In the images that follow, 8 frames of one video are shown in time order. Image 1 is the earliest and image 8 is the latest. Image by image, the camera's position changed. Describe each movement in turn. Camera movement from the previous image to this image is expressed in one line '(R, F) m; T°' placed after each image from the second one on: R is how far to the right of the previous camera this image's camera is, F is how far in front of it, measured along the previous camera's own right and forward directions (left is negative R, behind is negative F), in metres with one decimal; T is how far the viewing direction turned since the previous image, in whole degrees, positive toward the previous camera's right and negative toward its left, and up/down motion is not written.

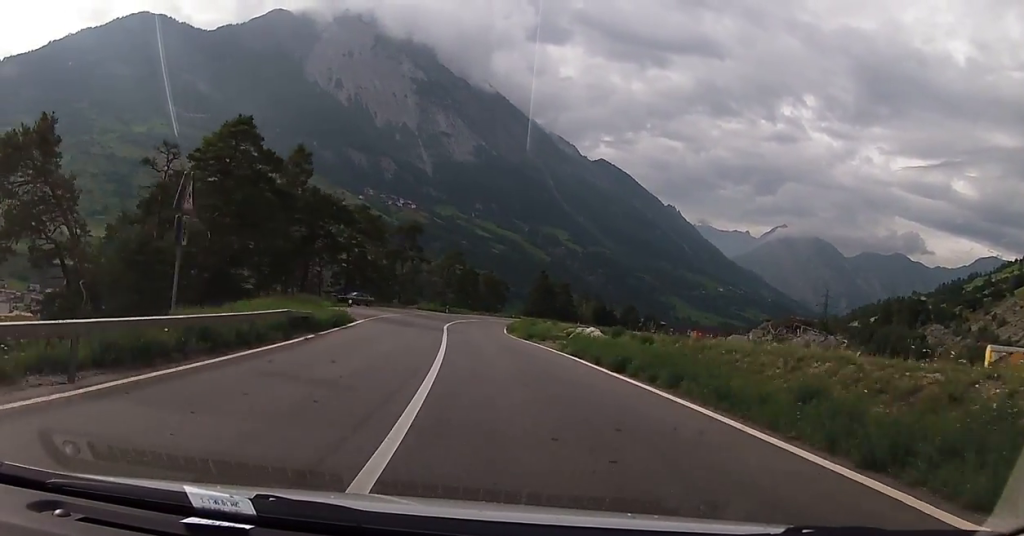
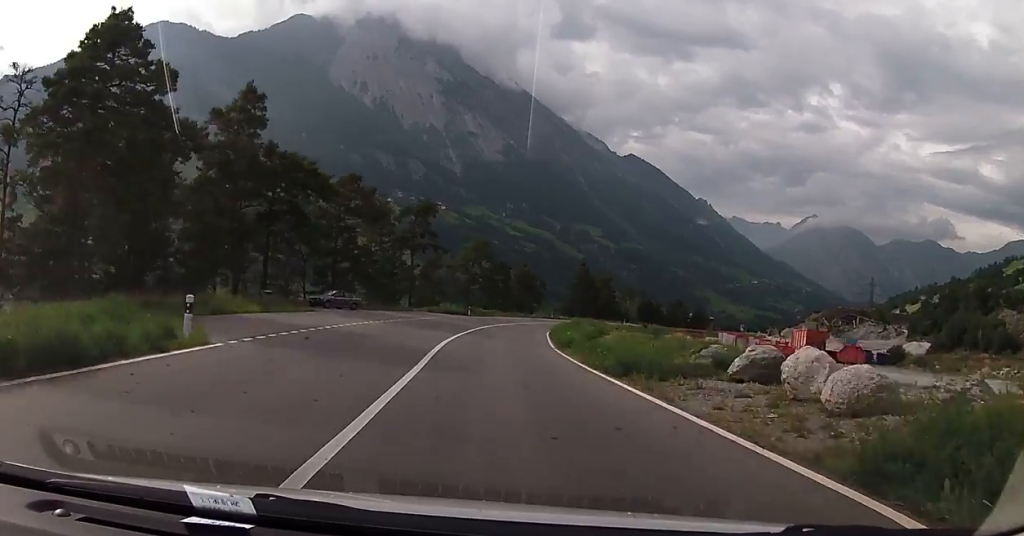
(-0.9, +21.0) m; 0°
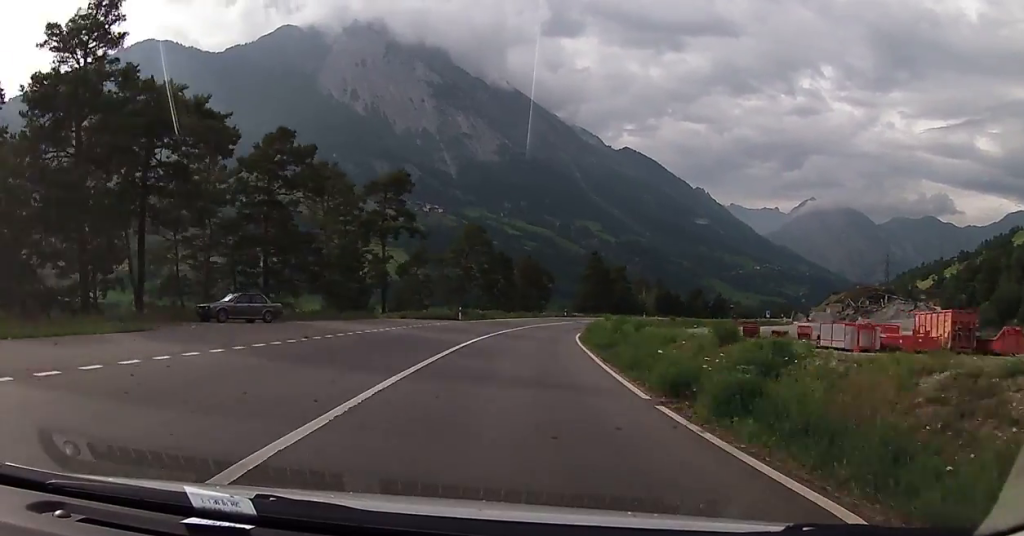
(+0.6, +19.4) m; +2°
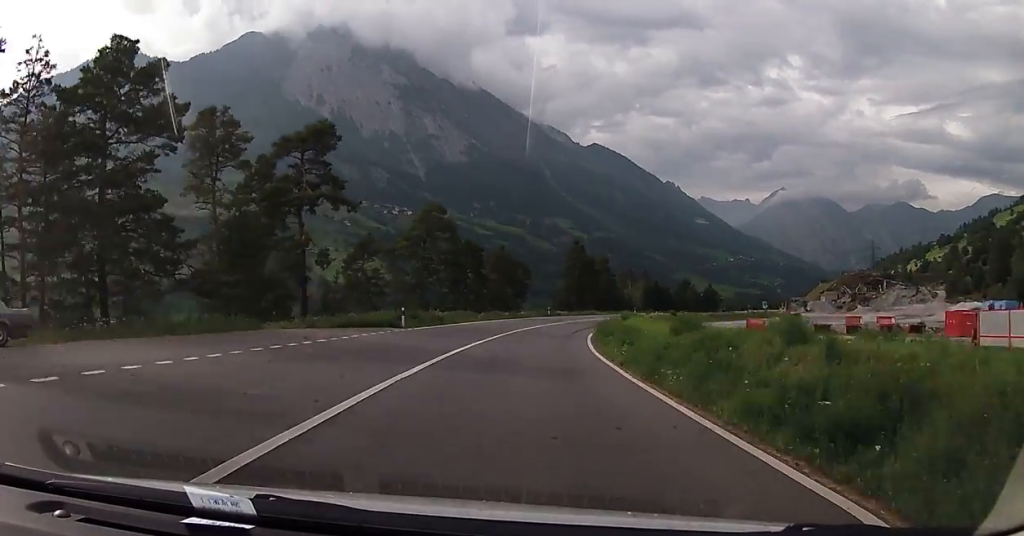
(+0.2, +17.6) m; +2°
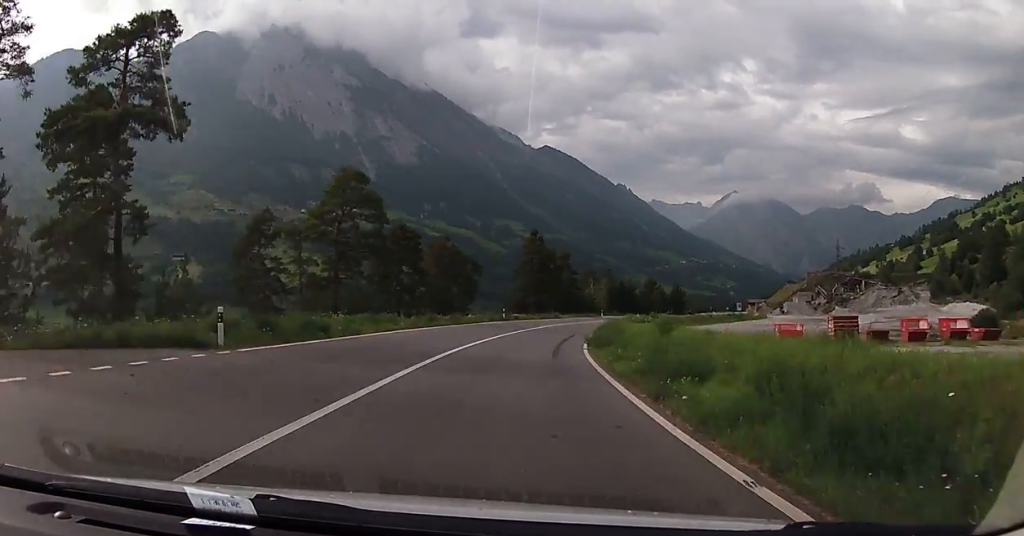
(+0.4, +17.7) m; +4°
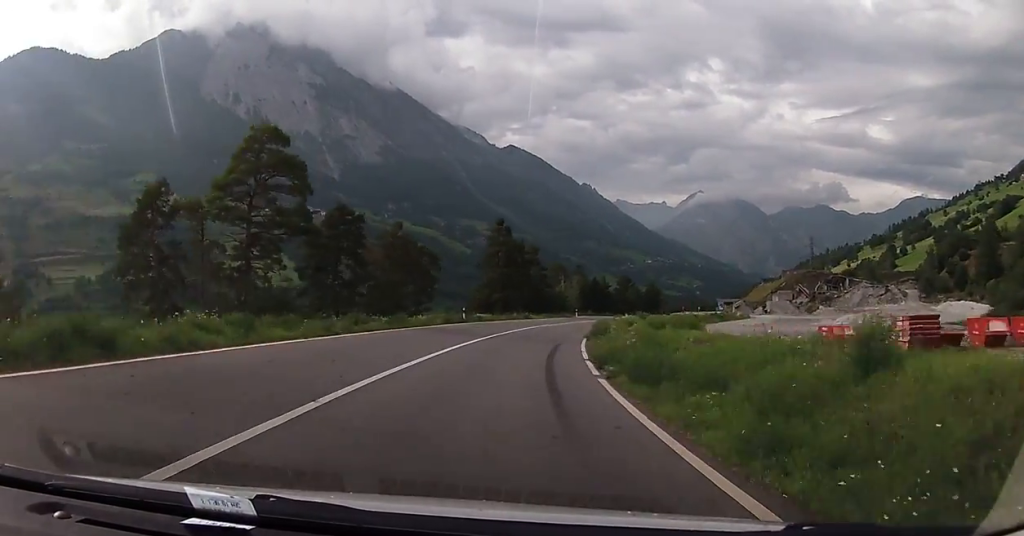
(+0.2, +11.8) m; +3°
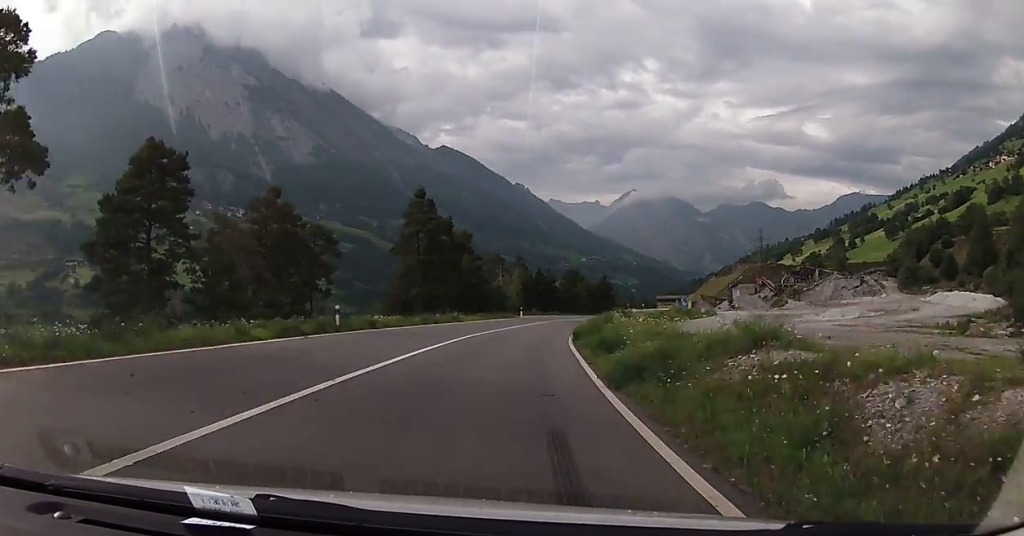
(+1.1, +22.1) m; +5°
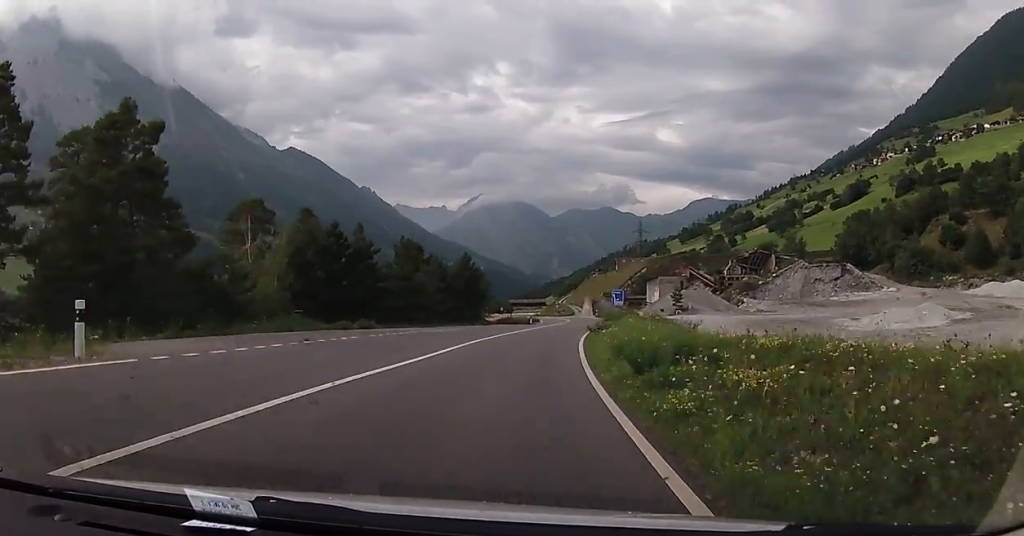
(+6.8, +61.7) m; +12°
